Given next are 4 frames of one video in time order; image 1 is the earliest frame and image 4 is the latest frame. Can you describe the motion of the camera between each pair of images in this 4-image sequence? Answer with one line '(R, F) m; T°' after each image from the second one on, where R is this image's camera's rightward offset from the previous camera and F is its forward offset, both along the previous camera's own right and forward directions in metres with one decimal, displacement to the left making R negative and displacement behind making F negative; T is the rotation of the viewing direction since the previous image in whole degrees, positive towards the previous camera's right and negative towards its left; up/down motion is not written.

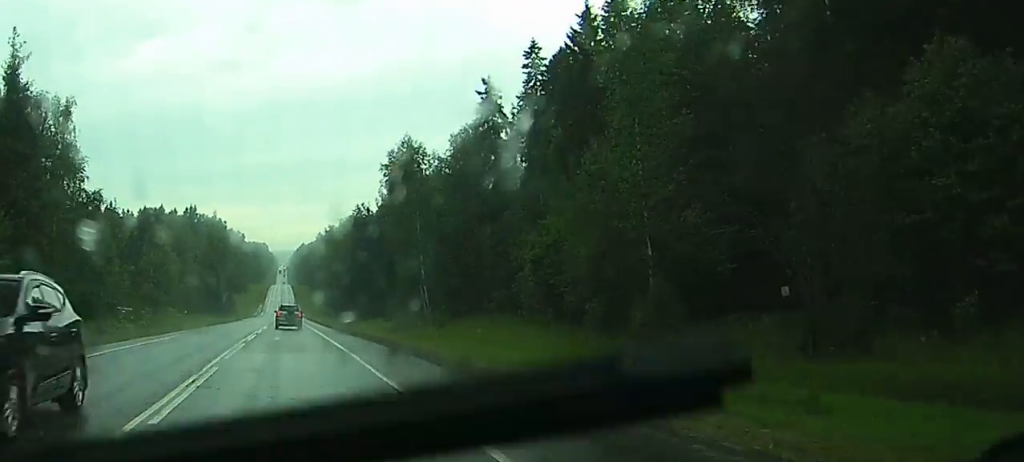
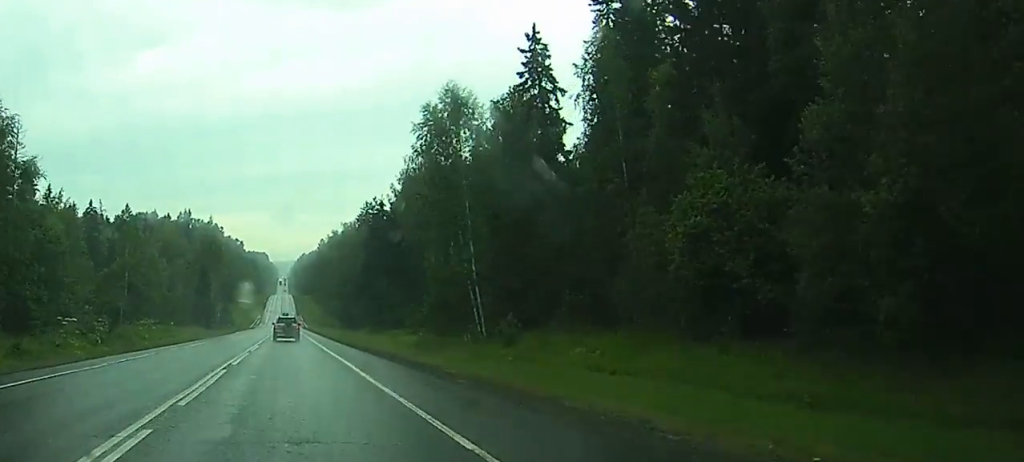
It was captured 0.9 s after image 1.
(+0.1, +20.7) m; 0°
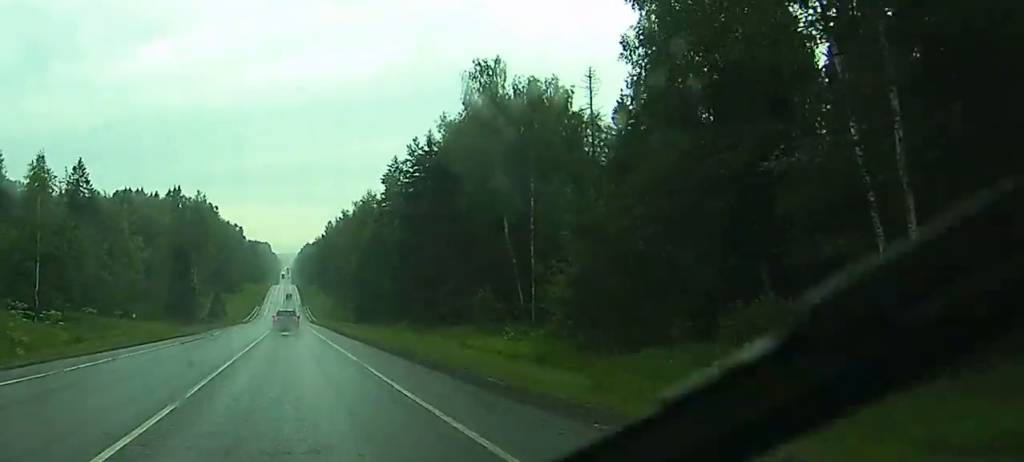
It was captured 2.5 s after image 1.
(0.0, +40.3) m; 0°
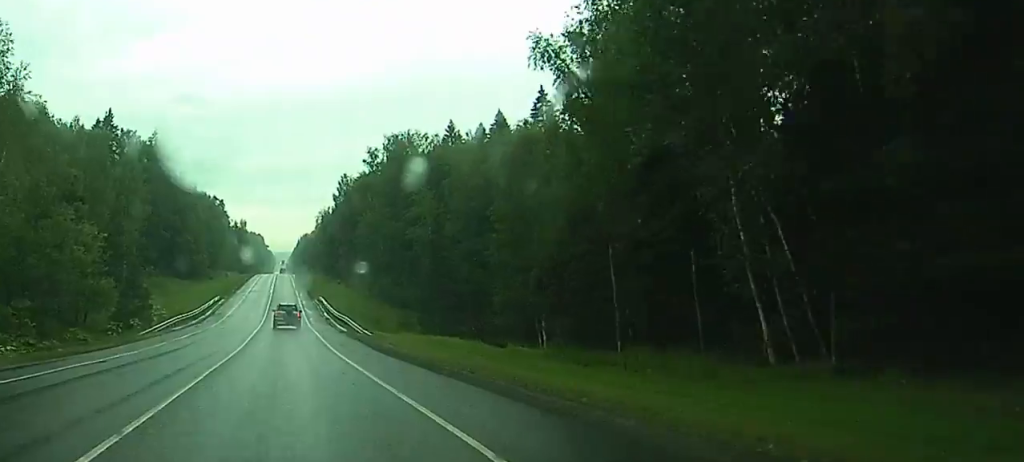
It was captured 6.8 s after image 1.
(+1.5, +105.9) m; +2°
